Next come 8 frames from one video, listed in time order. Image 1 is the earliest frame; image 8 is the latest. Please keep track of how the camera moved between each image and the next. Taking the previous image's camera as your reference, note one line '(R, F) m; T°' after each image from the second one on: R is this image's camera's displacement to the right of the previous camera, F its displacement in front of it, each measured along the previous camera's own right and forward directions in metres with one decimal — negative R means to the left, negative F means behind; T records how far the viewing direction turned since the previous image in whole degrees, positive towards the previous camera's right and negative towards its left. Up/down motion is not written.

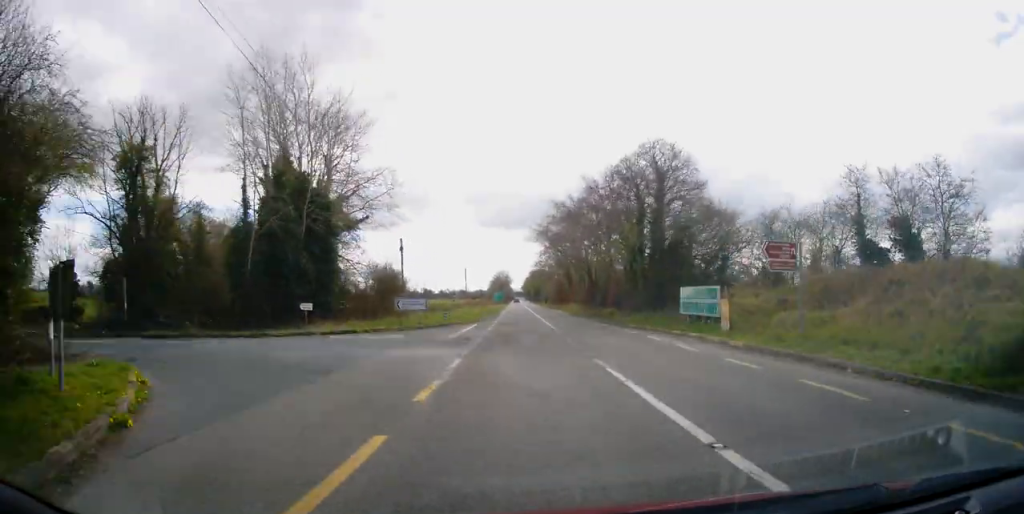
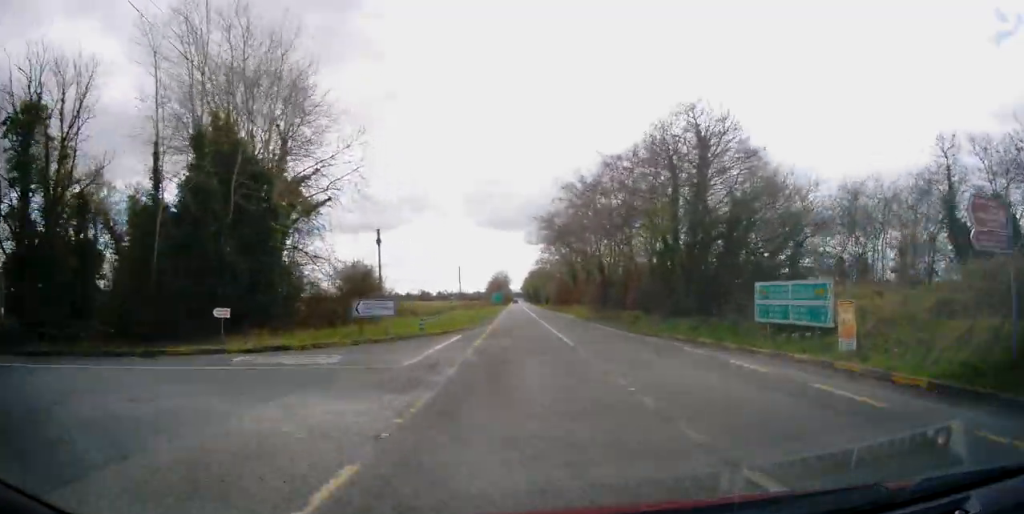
(+0.2, +8.6) m; 0°
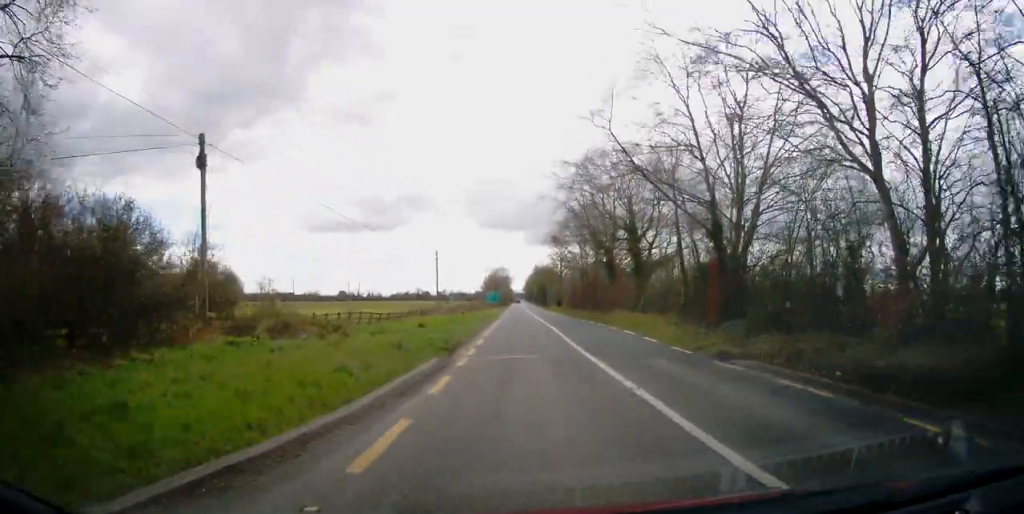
(0.0, +26.0) m; +1°
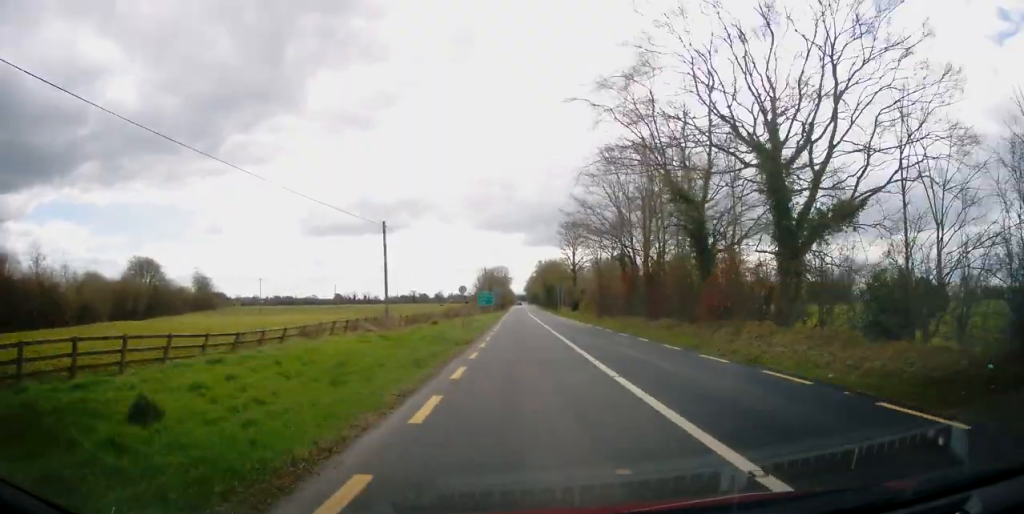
(0.0, +22.9) m; 0°
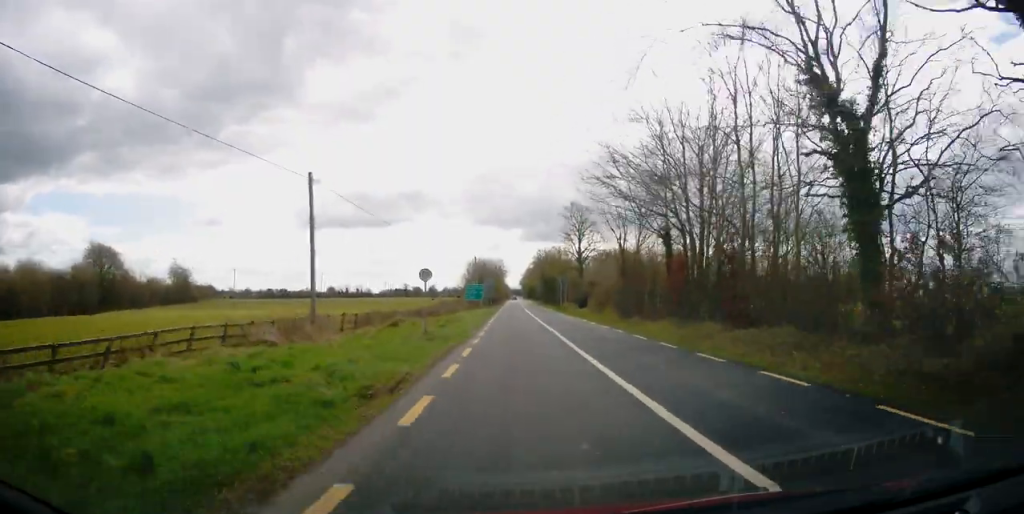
(0.0, +12.3) m; -1°
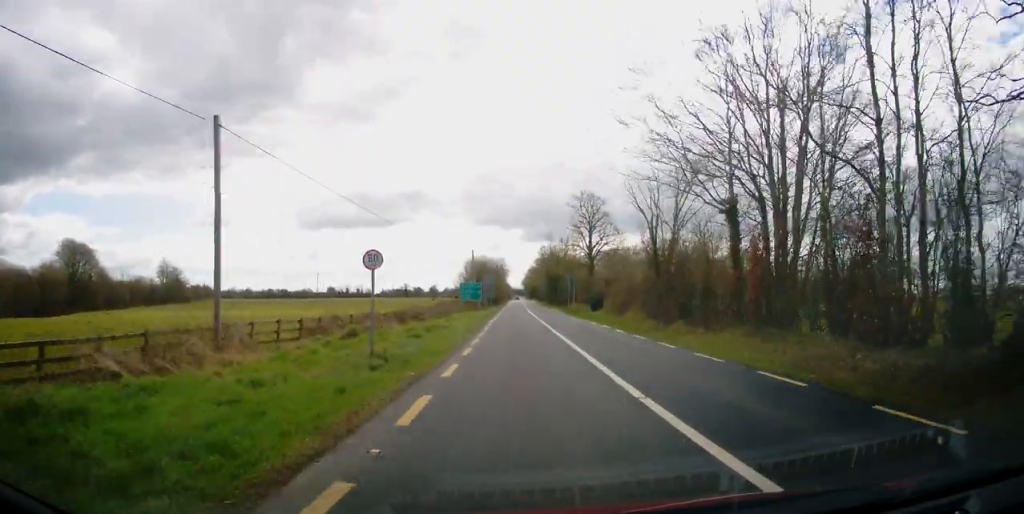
(0.0, +8.0) m; -1°
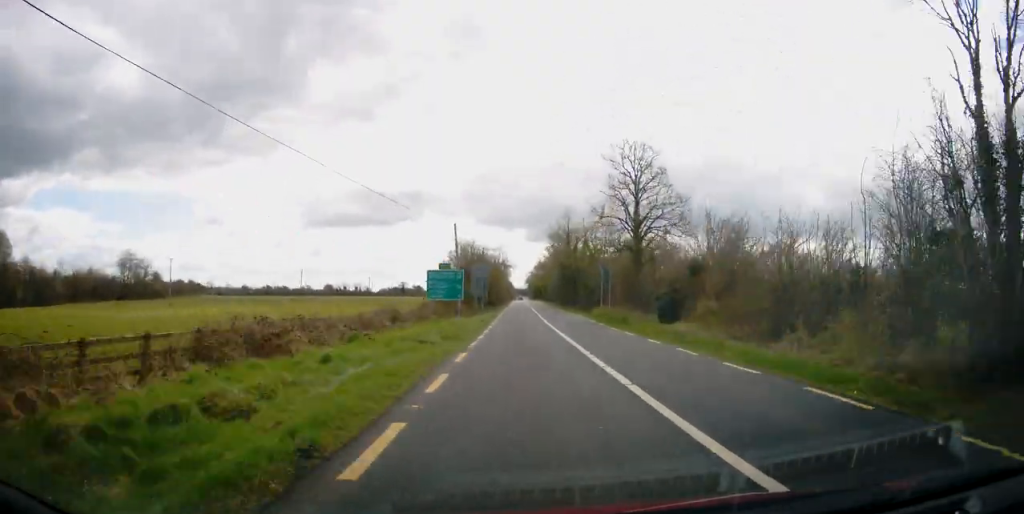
(-0.3, +22.3) m; 0°
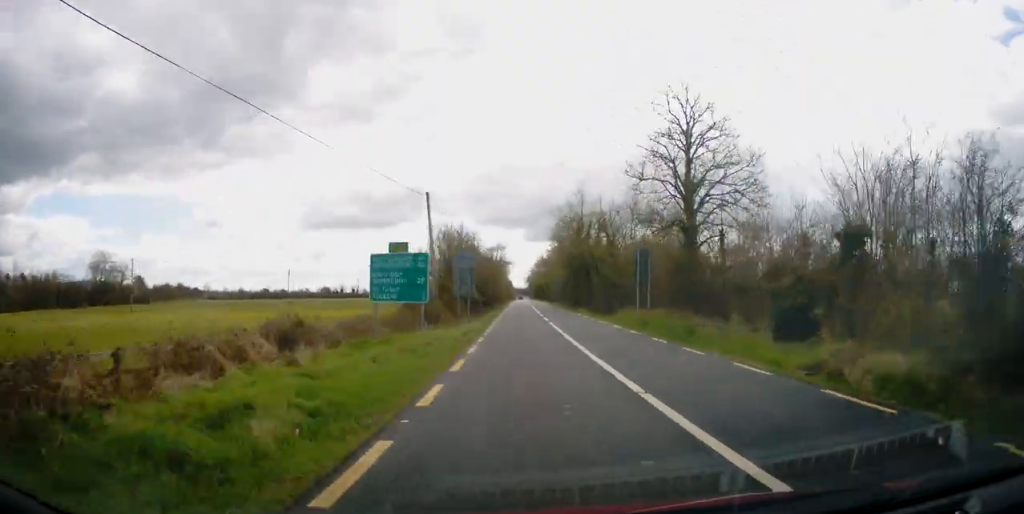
(+0.2, +12.7) m; +1°
